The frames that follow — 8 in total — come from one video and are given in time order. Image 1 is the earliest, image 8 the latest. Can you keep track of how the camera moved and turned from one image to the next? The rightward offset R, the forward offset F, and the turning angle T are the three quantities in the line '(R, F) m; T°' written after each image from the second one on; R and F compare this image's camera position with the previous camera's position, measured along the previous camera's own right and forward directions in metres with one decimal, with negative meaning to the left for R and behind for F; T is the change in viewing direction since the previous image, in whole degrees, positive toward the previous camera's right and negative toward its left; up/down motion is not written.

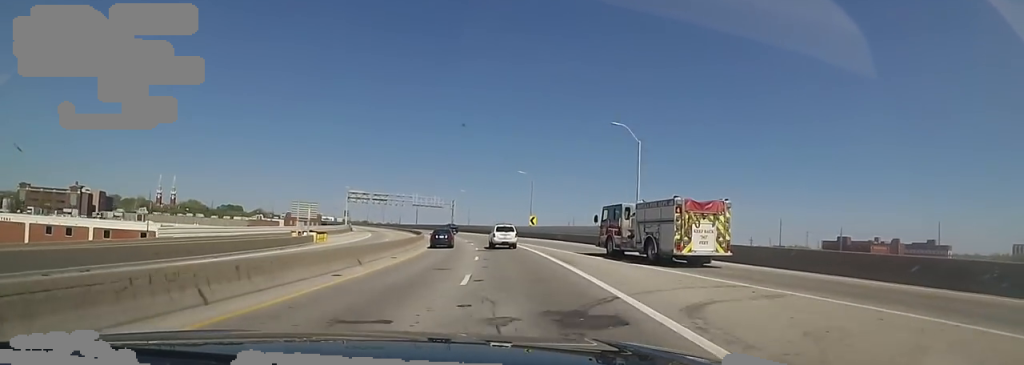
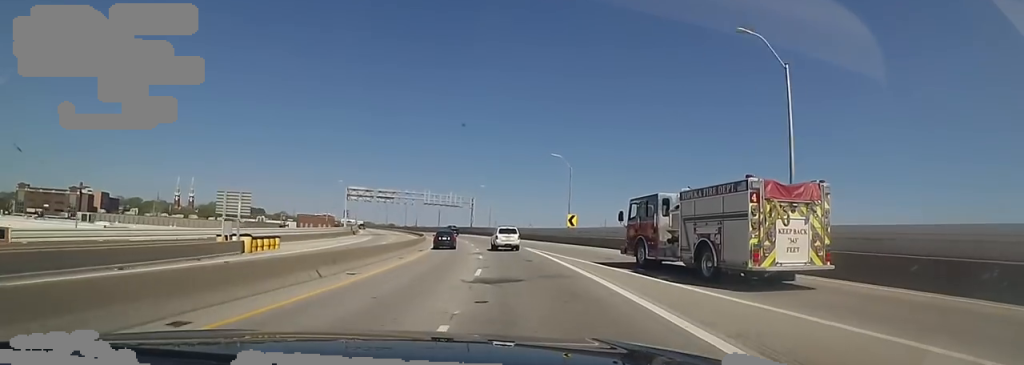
(-0.9, +17.6) m; -4°
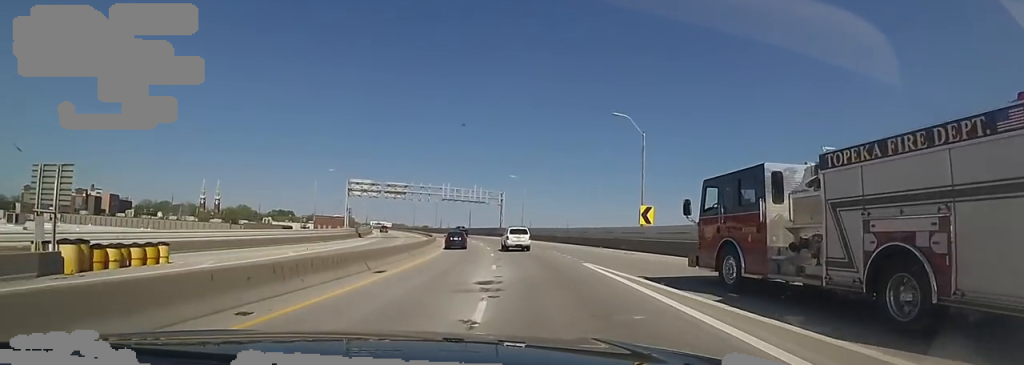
(-0.5, +17.6) m; -4°
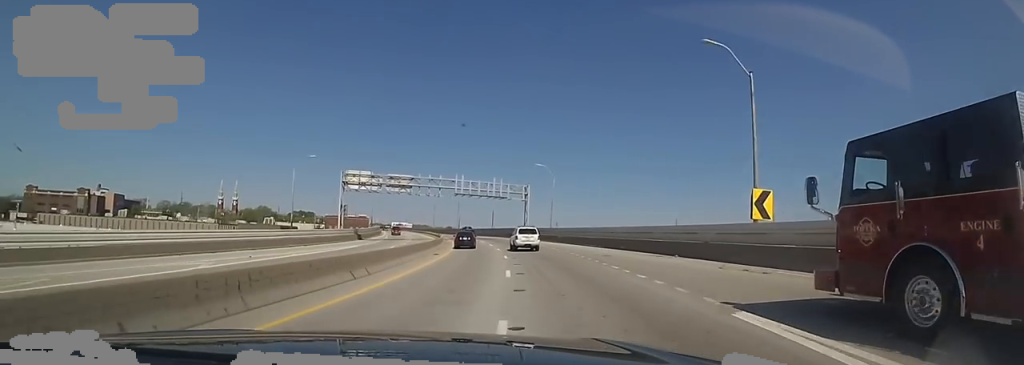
(-0.5, +12.8) m; -1°
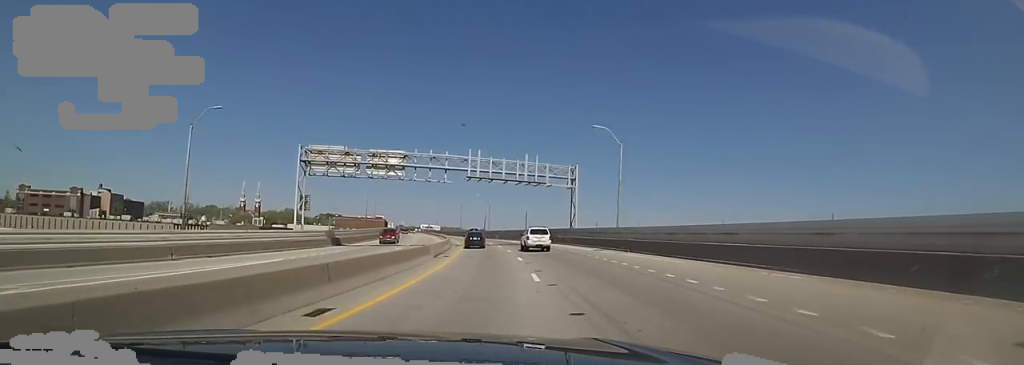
(-0.4, +21.9) m; -3°
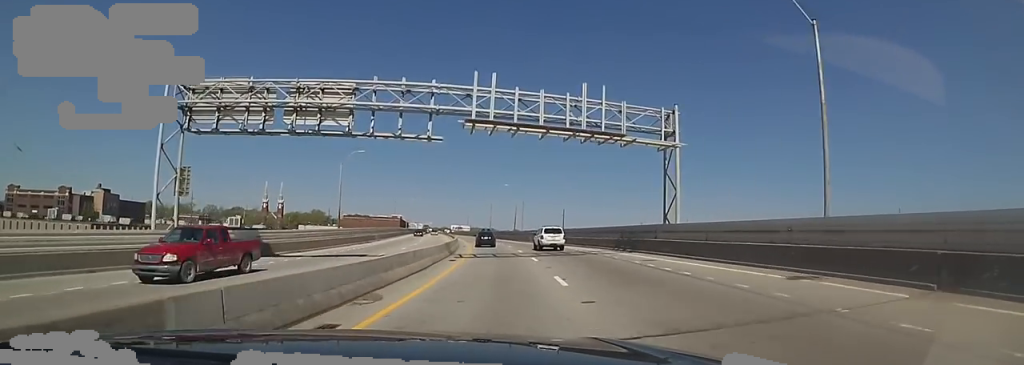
(-0.2, +21.8) m; -5°
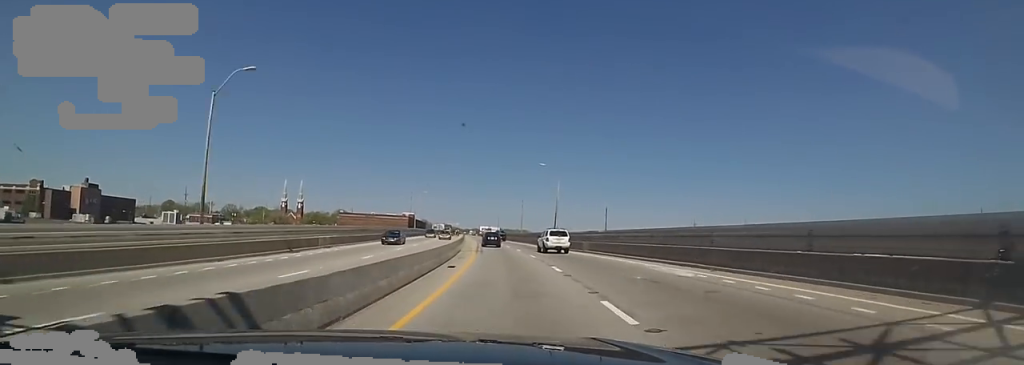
(-1.9, +25.4) m; -6°
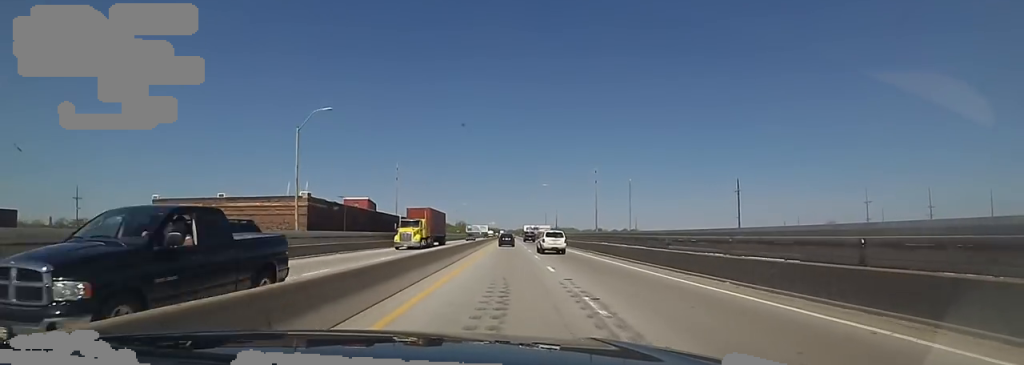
(-3.0, +69.3) m; -3°
